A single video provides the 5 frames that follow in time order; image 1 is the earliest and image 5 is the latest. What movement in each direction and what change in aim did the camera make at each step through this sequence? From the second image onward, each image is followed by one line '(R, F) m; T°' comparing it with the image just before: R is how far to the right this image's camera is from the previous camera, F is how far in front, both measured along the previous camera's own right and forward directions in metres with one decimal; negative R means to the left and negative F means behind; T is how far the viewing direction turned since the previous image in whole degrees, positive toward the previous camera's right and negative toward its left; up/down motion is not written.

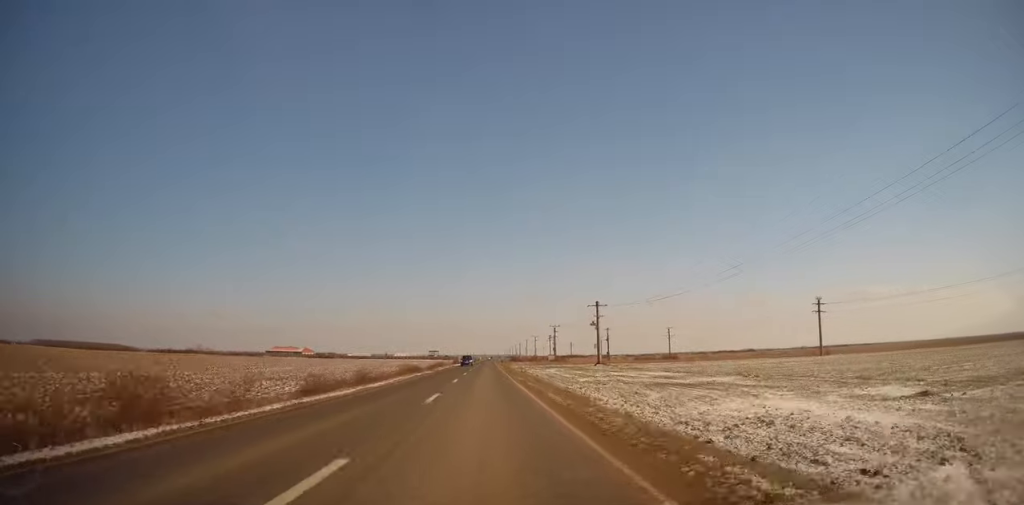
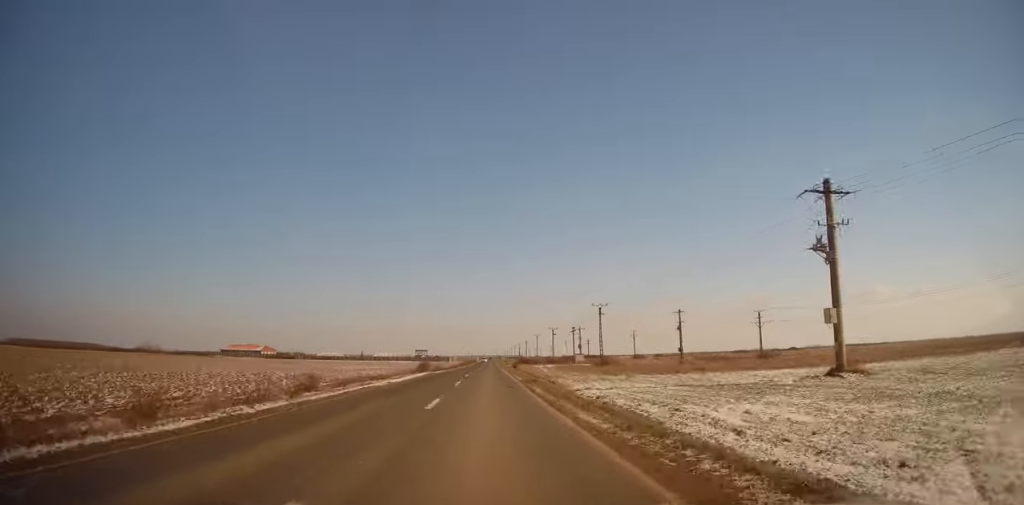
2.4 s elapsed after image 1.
(-0.1, +62.6) m; 0°
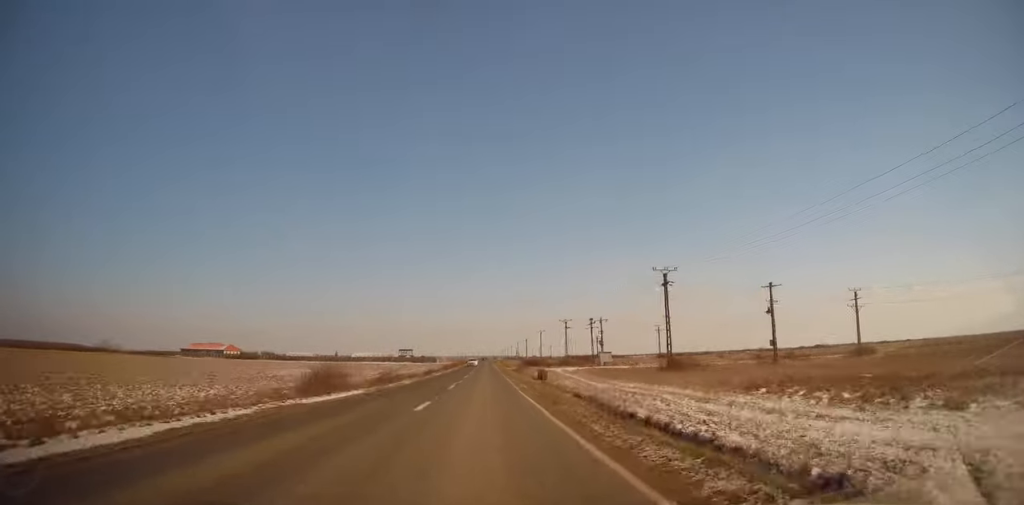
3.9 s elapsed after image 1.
(+0.1, +36.4) m; 0°
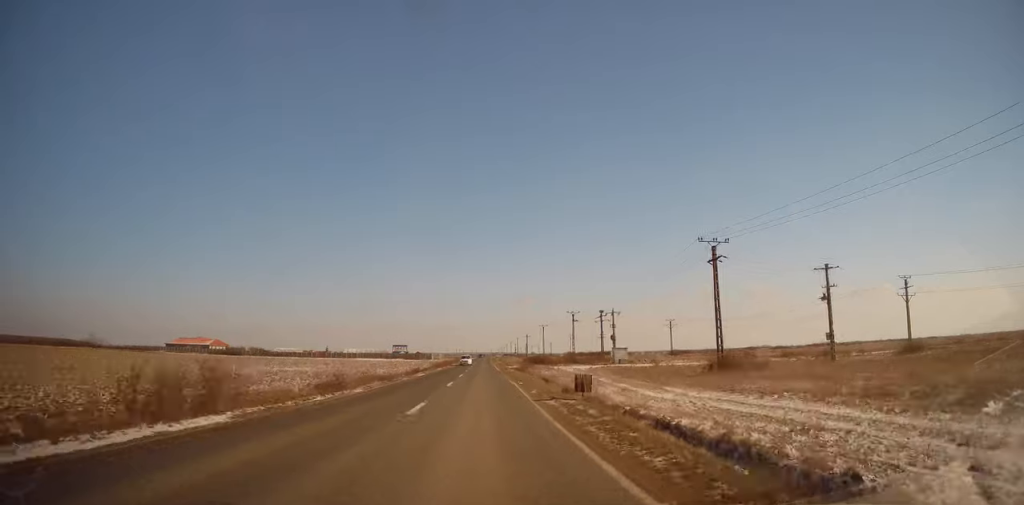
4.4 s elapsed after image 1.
(-0.1, +12.5) m; 0°
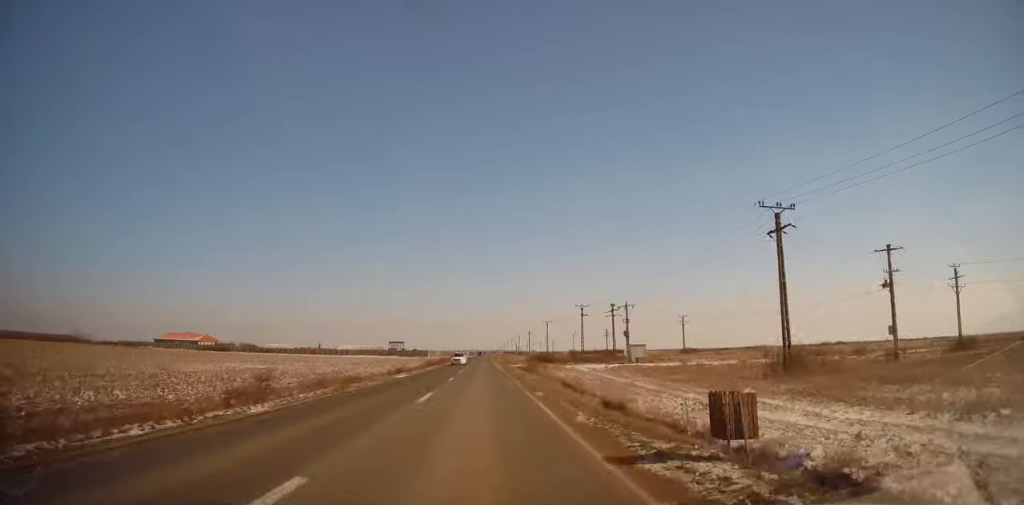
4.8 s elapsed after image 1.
(-0.1, +10.0) m; 0°
